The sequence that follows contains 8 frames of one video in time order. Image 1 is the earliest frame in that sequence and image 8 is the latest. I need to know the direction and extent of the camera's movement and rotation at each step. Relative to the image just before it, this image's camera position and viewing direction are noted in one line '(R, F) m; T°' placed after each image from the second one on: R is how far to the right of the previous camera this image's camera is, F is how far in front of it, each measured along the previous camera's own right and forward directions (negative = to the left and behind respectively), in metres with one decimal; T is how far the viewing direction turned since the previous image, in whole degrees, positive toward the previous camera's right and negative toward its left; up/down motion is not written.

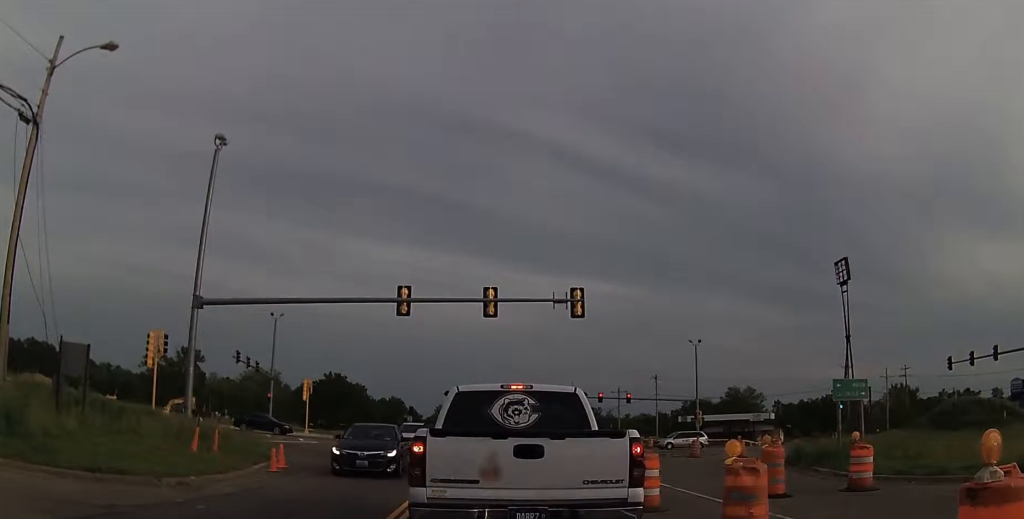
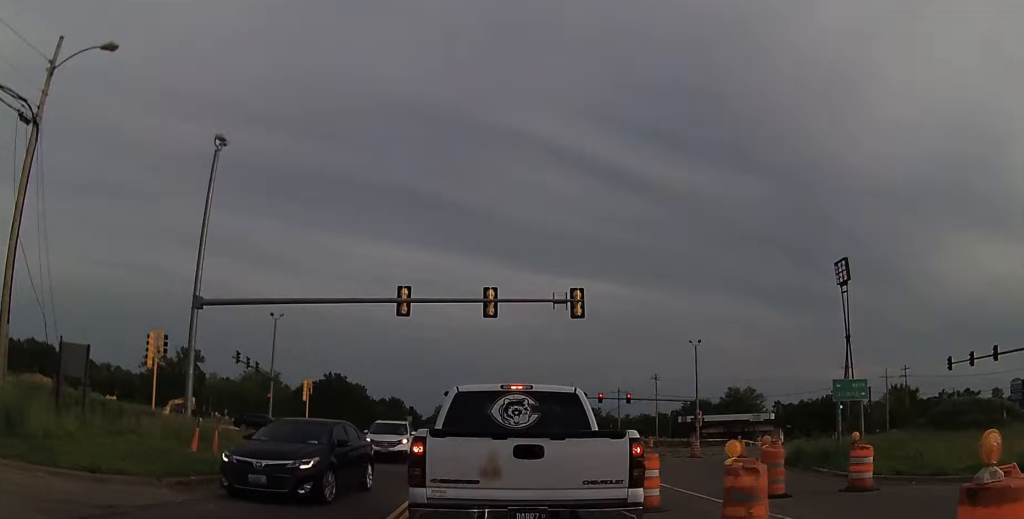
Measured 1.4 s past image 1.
(0.0, 0.0) m; 0°
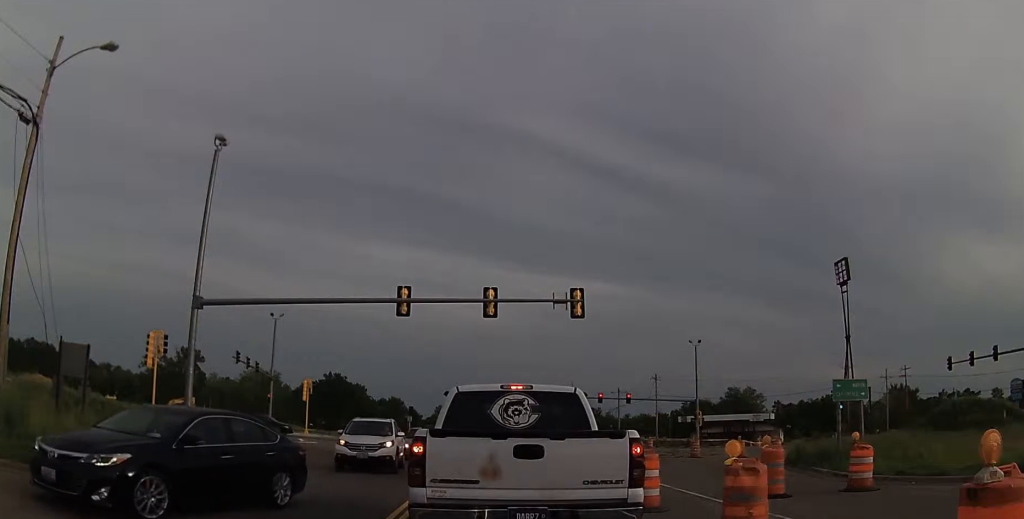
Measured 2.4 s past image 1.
(0.0, 0.0) m; 0°
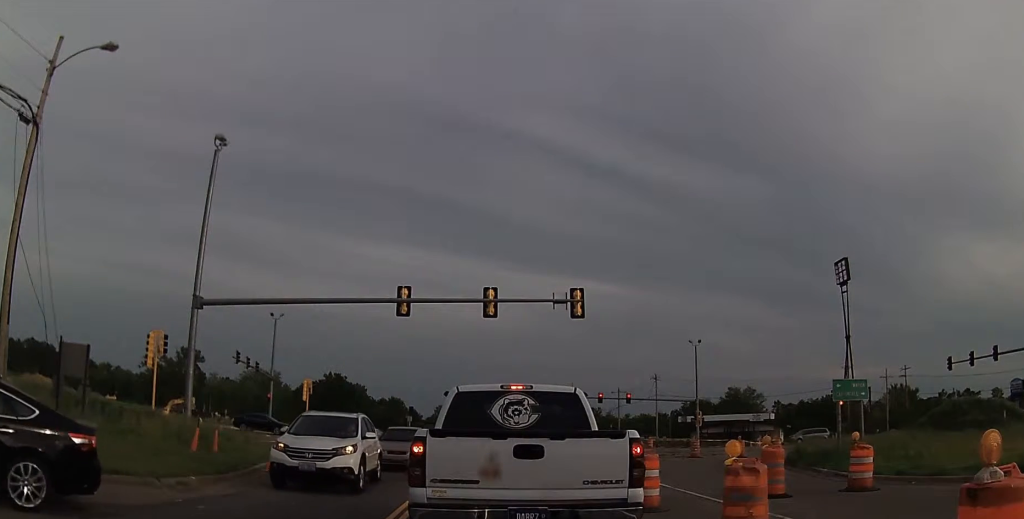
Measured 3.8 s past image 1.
(0.0, 0.0) m; 0°
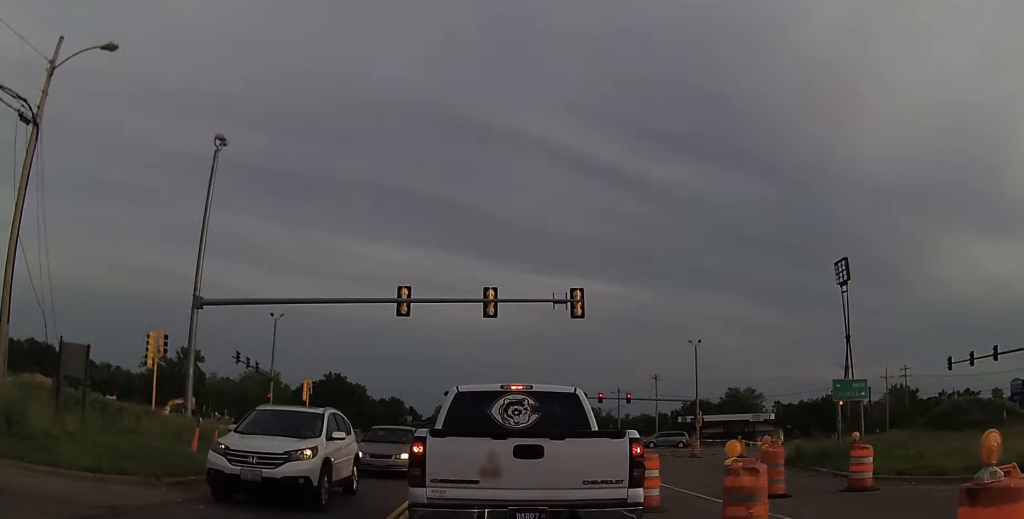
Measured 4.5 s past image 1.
(0.0, 0.0) m; 0°
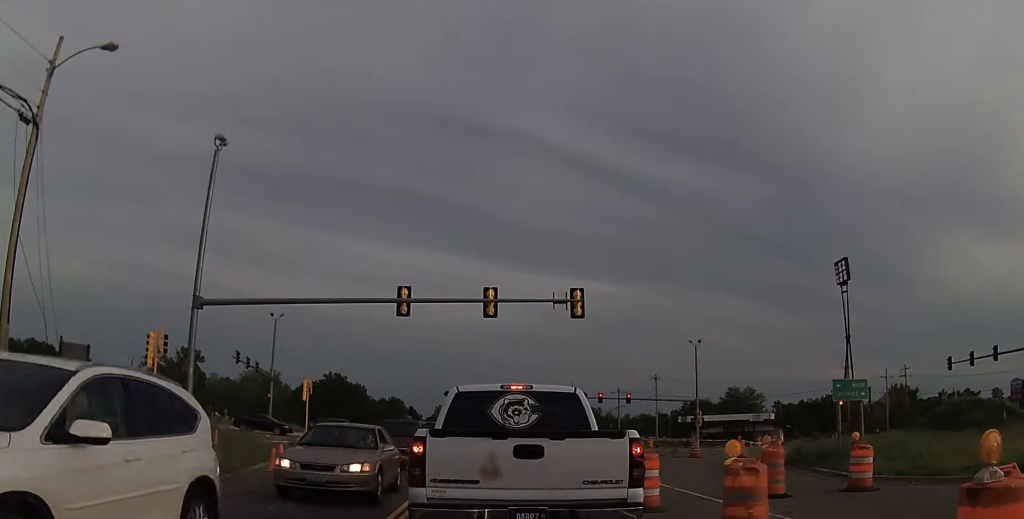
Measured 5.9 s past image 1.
(0.0, 0.0) m; 0°
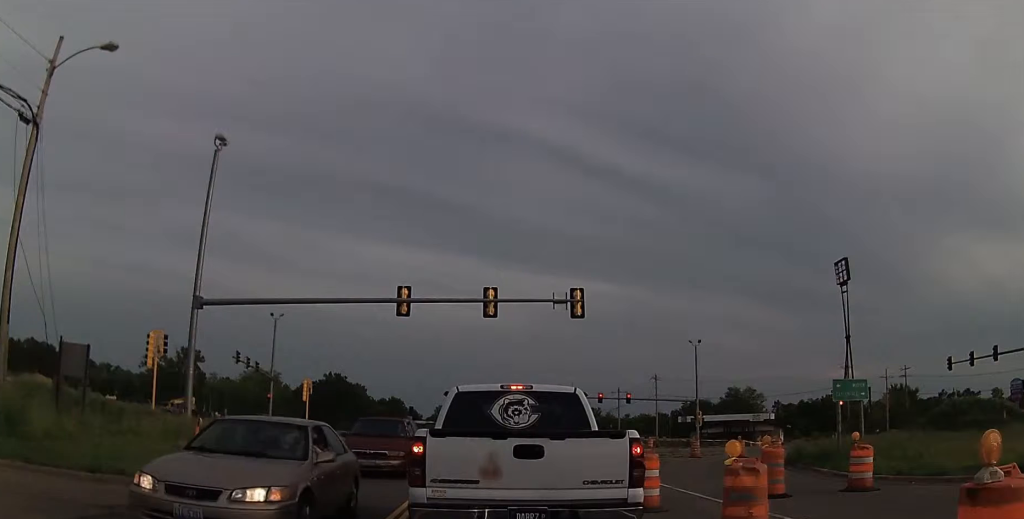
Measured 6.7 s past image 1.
(0.0, 0.0) m; 0°
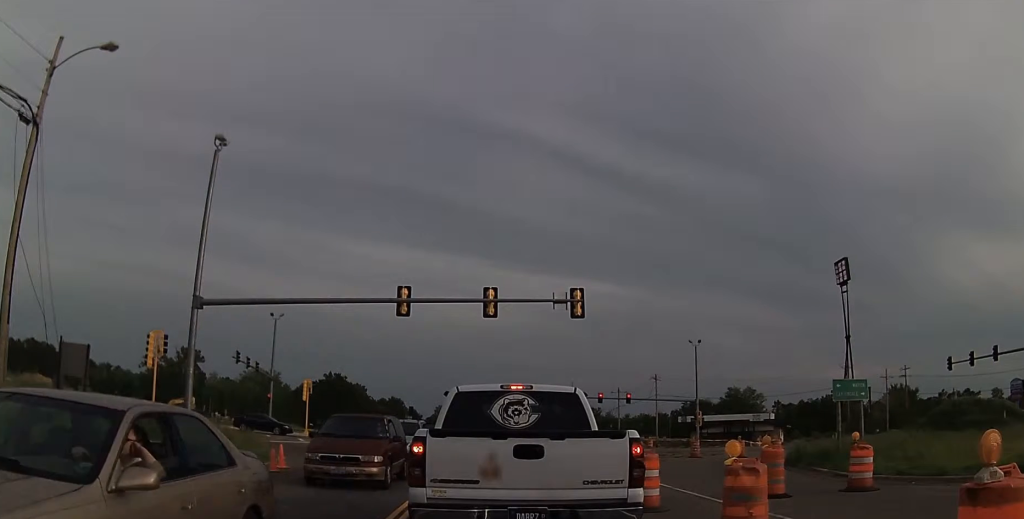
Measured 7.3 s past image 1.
(0.0, 0.0) m; 0°
